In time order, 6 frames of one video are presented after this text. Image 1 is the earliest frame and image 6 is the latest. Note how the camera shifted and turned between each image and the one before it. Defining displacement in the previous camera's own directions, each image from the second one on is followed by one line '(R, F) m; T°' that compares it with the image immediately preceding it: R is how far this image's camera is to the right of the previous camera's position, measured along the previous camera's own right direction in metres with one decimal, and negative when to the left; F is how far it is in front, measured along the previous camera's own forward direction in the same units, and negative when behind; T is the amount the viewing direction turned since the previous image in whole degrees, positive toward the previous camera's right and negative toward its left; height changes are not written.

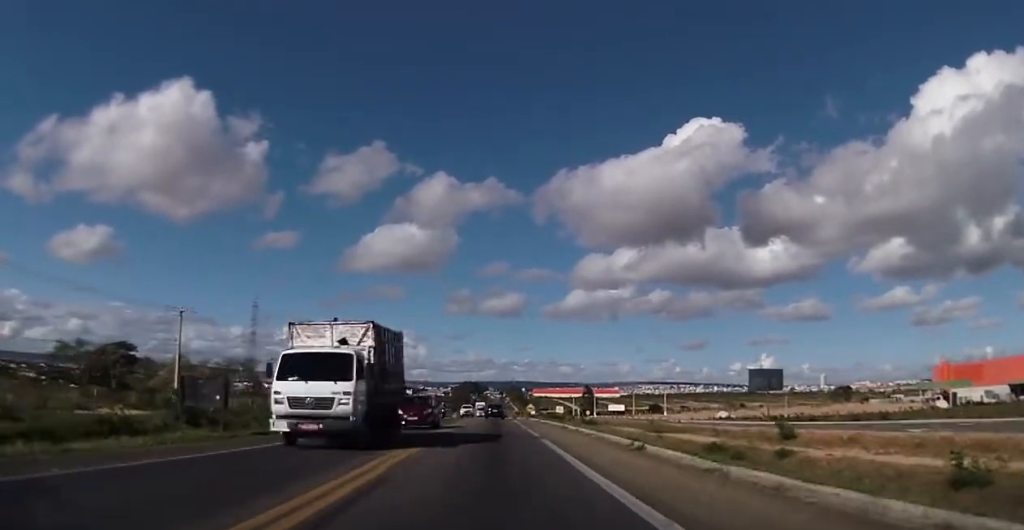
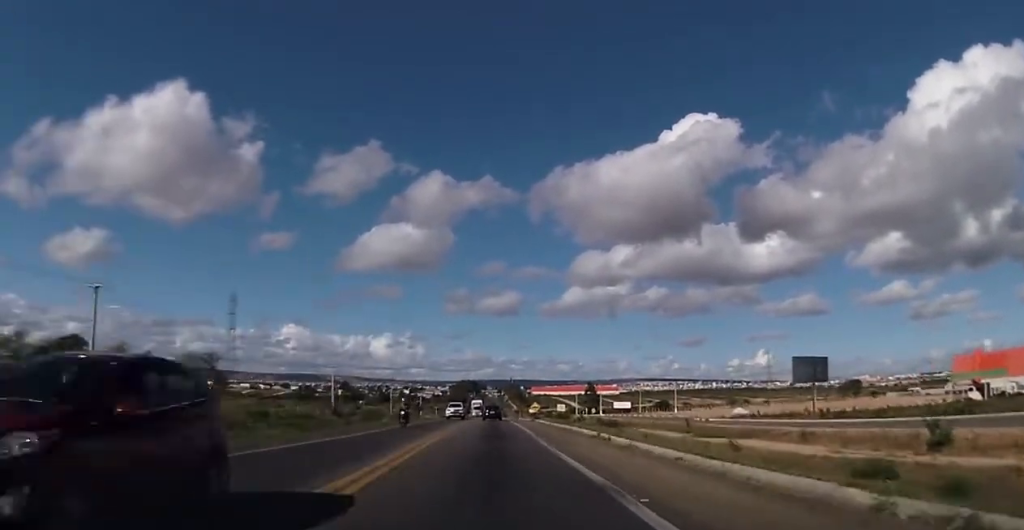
(-0.1, +14.9) m; -1°
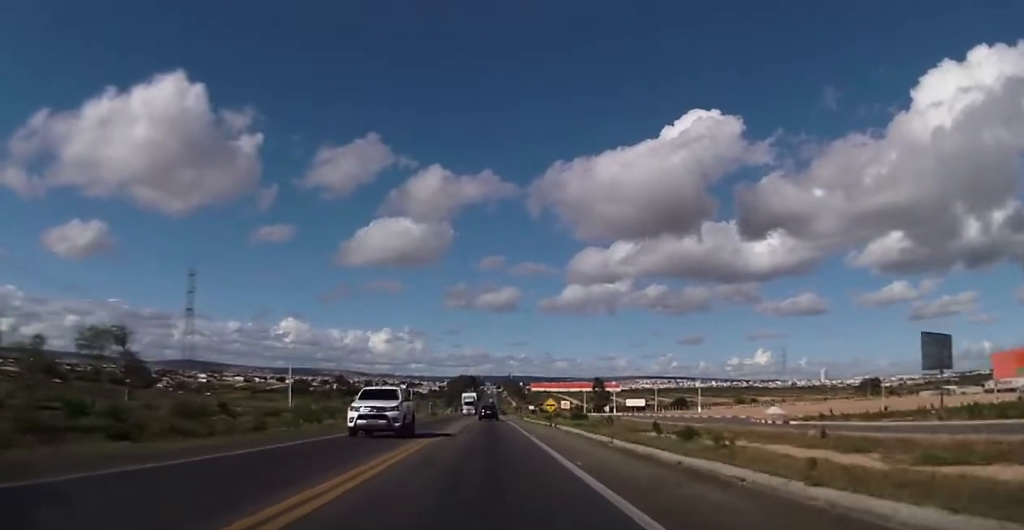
(-0.2, +26.3) m; +1°
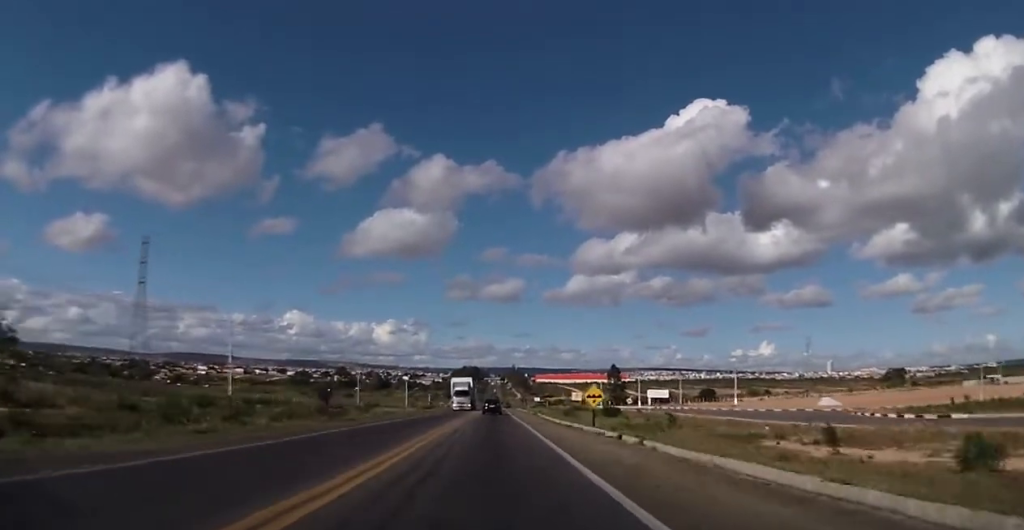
(-0.1, +25.3) m; -1°
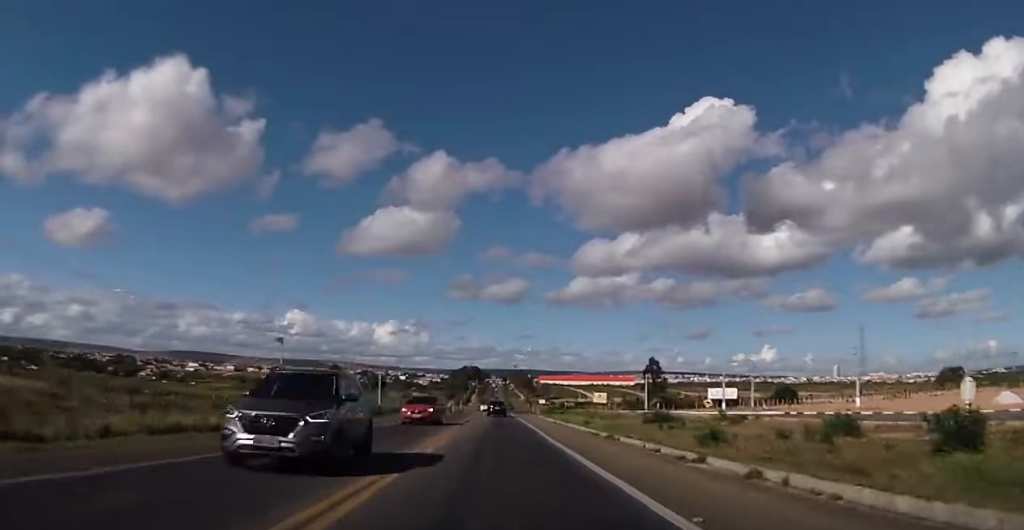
(+0.4, +55.8) m; 0°
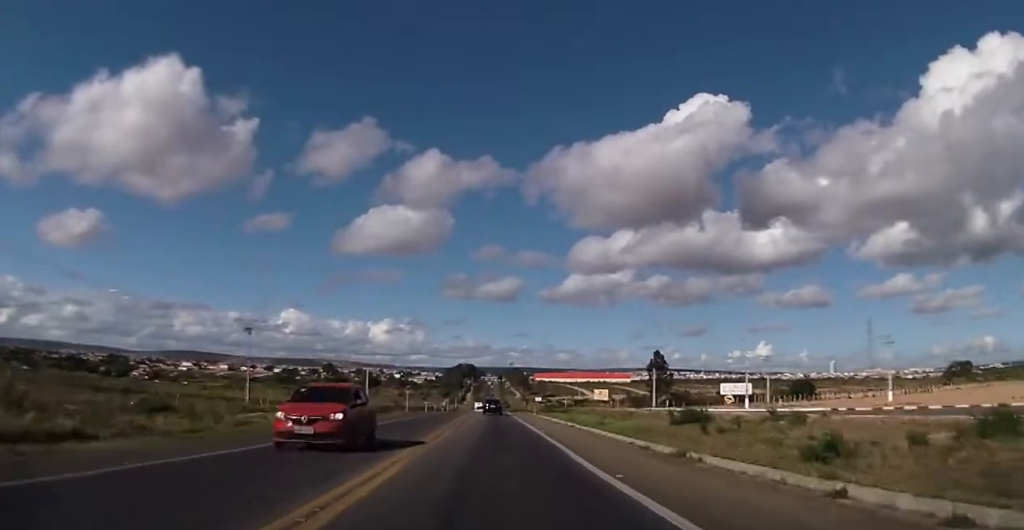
(-0.2, +11.0) m; -1°
